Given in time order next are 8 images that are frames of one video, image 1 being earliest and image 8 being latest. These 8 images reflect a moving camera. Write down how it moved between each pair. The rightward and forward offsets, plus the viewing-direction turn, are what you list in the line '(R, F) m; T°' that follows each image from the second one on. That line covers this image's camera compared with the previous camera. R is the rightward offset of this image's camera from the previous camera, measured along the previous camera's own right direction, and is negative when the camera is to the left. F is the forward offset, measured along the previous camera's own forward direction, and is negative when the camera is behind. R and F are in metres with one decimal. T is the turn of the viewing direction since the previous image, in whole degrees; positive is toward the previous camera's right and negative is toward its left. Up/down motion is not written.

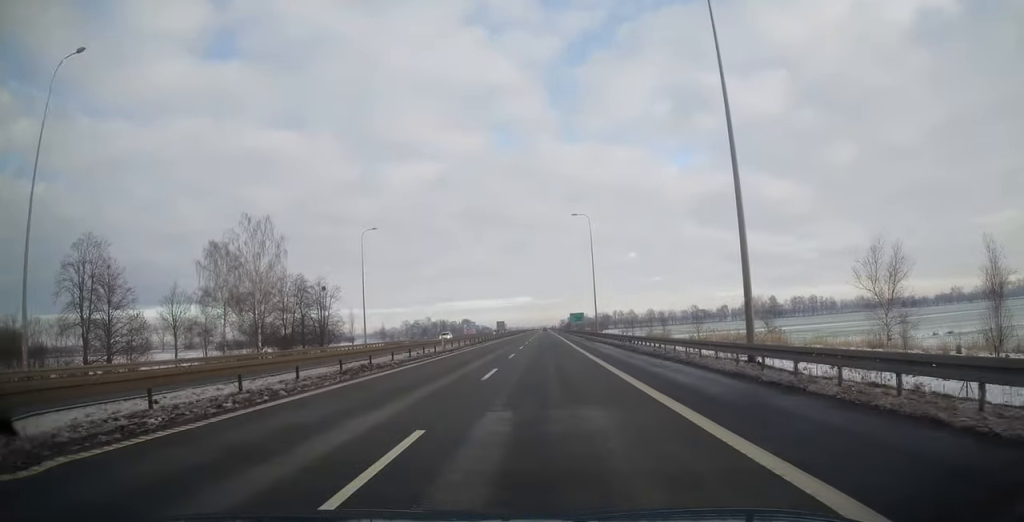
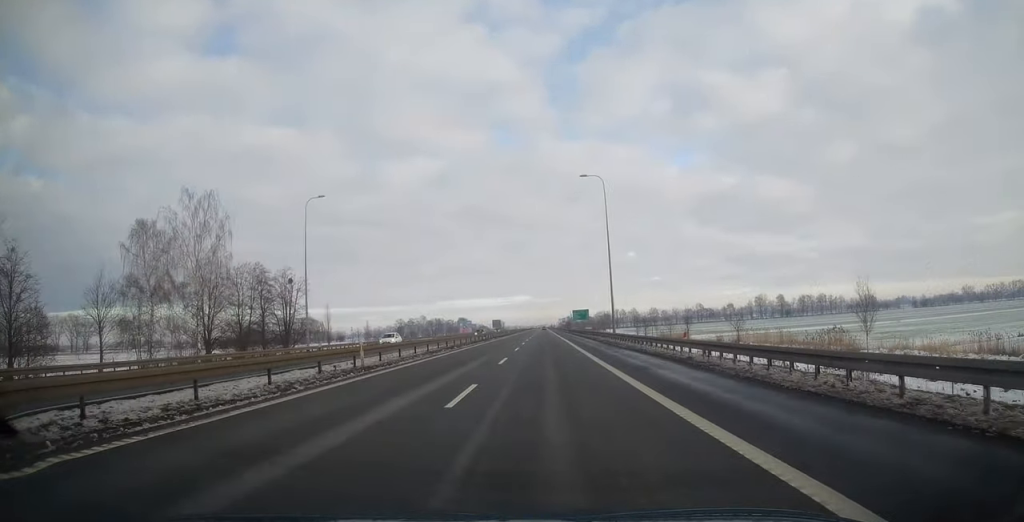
(+0.2, +17.6) m; 0°
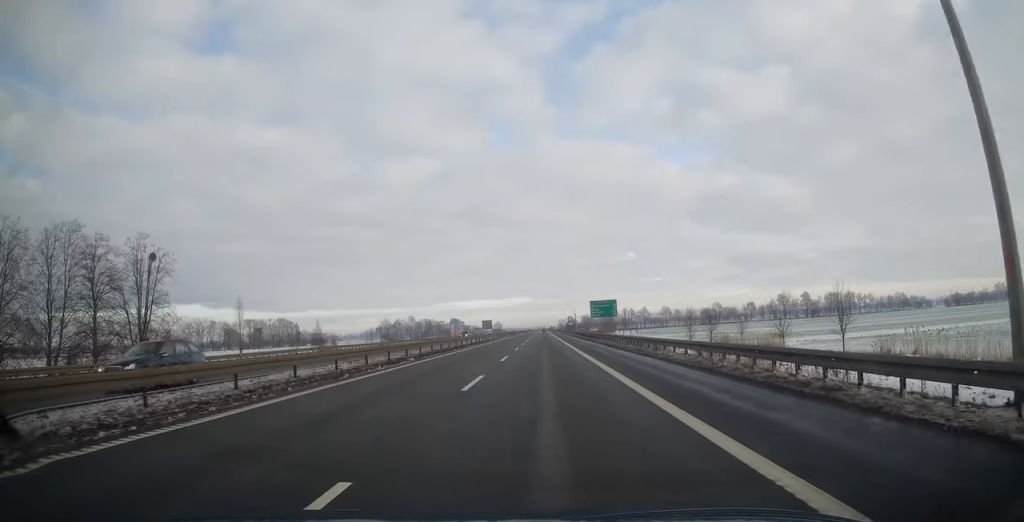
(-0.1, +43.3) m; -1°
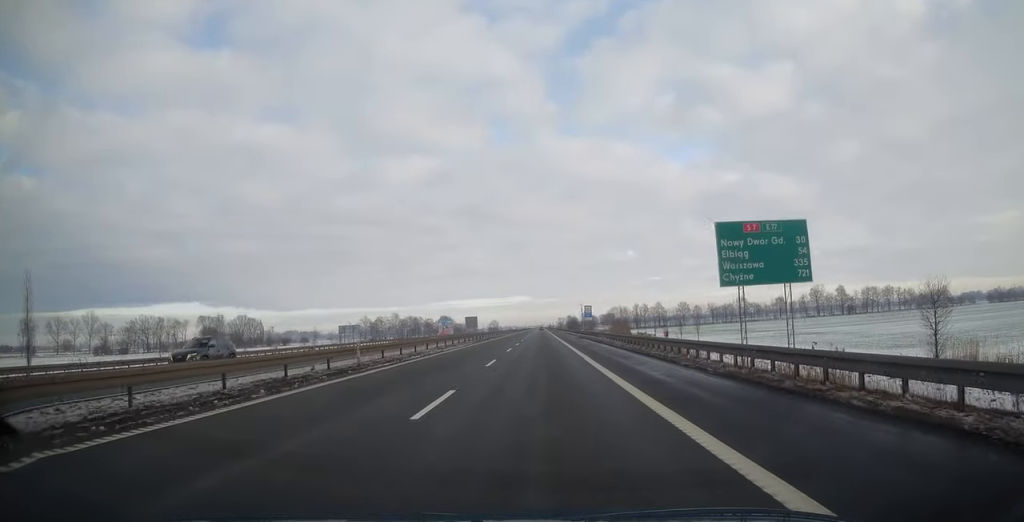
(-0.1, +47.5) m; 0°
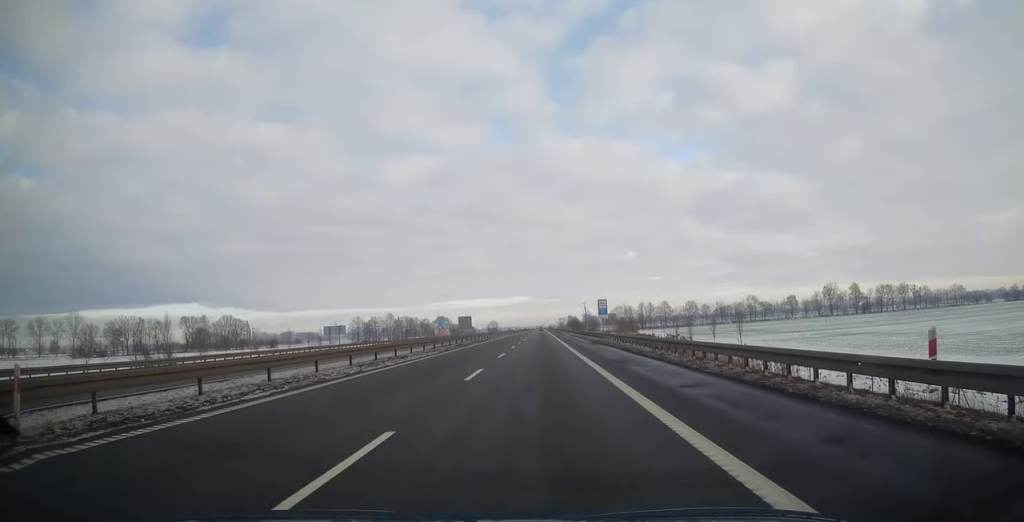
(0.0, +14.8) m; 0°
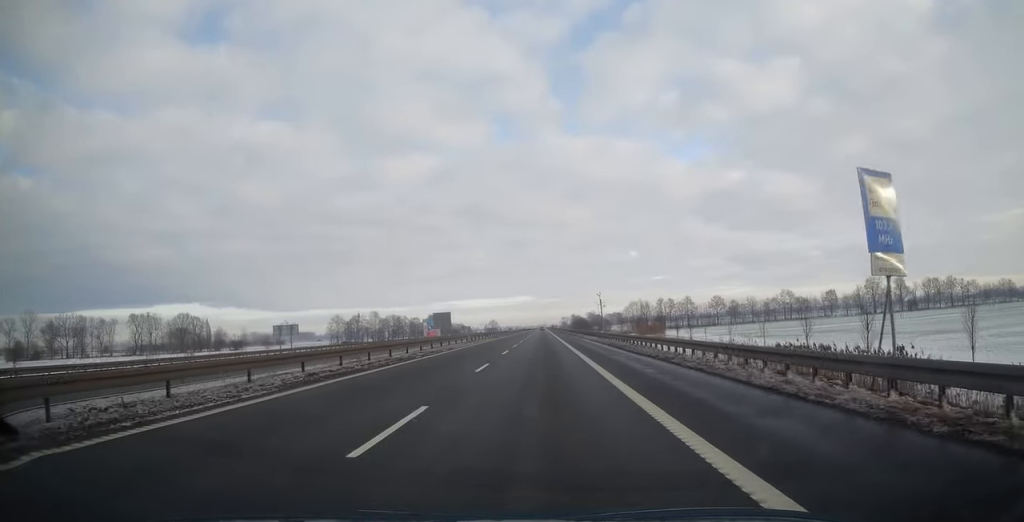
(0.0, +41.5) m; 0°
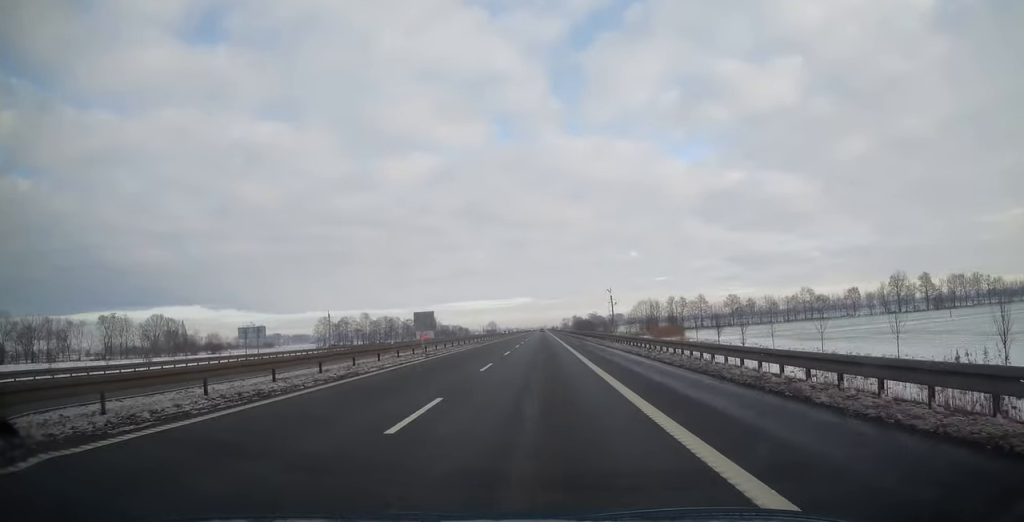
(0.0, +21.2) m; 0°
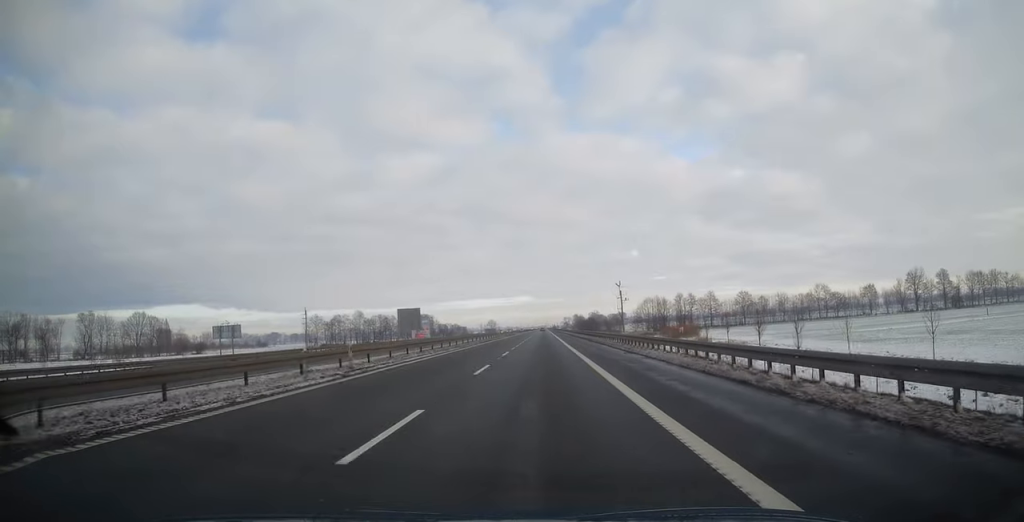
(0.0, +12.0) m; 0°
